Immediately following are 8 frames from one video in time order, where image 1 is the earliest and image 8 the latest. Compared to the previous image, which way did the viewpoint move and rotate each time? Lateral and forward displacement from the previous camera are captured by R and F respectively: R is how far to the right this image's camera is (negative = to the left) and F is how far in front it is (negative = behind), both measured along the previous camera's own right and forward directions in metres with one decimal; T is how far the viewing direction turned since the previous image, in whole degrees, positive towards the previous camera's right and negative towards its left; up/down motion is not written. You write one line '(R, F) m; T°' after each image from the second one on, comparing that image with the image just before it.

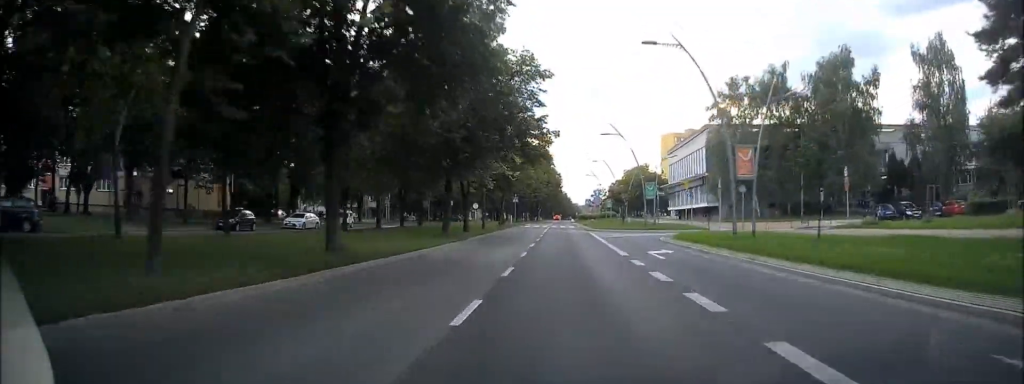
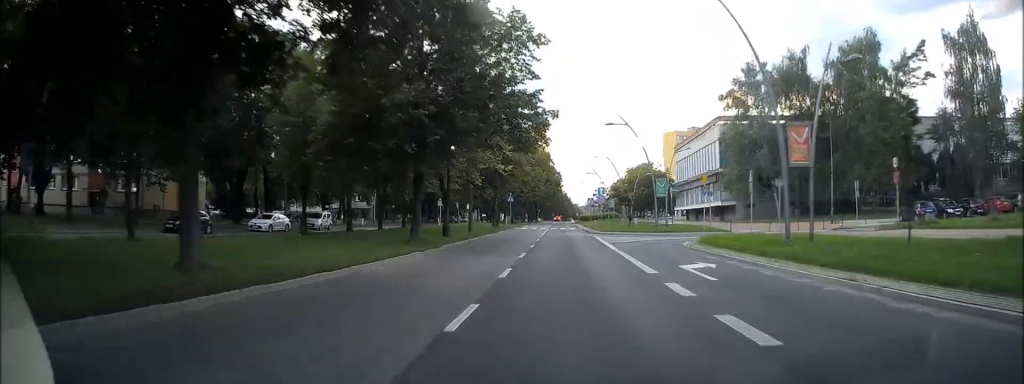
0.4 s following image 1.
(0.0, +6.3) m; 0°
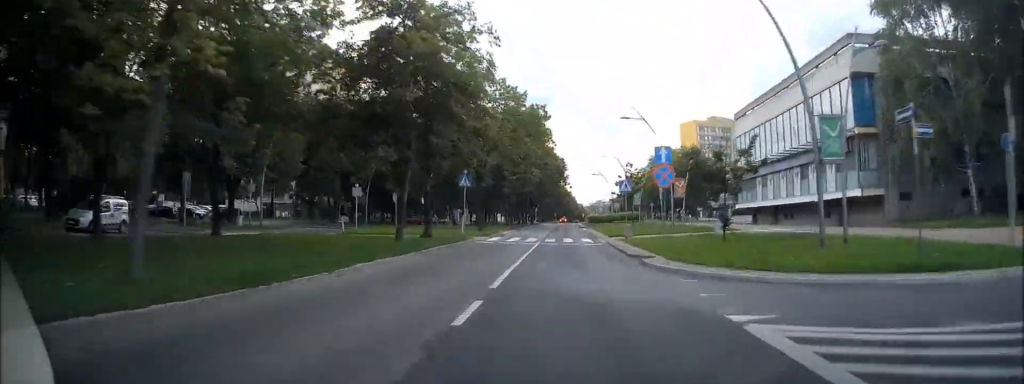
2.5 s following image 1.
(+0.1, +30.4) m; 0°
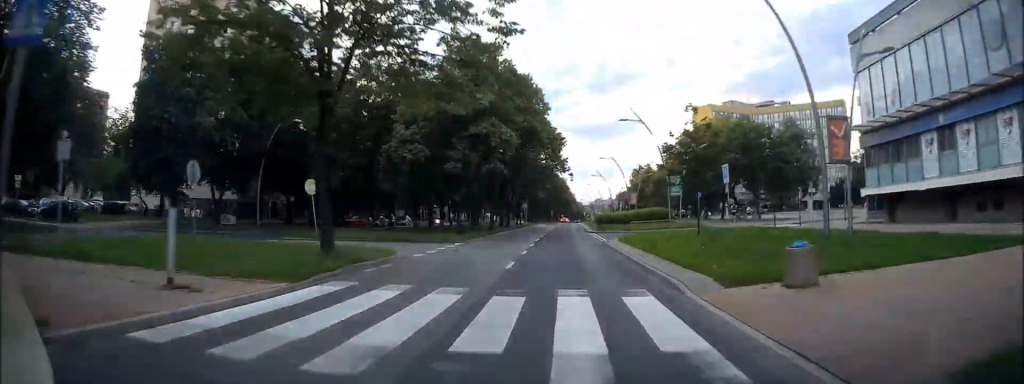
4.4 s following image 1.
(+0.1, +26.8) m; +1°
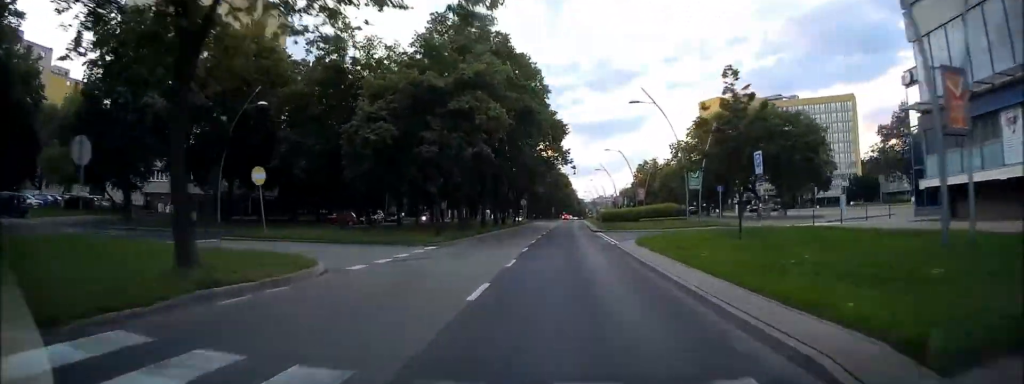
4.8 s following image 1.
(0.0, +6.2) m; 0°
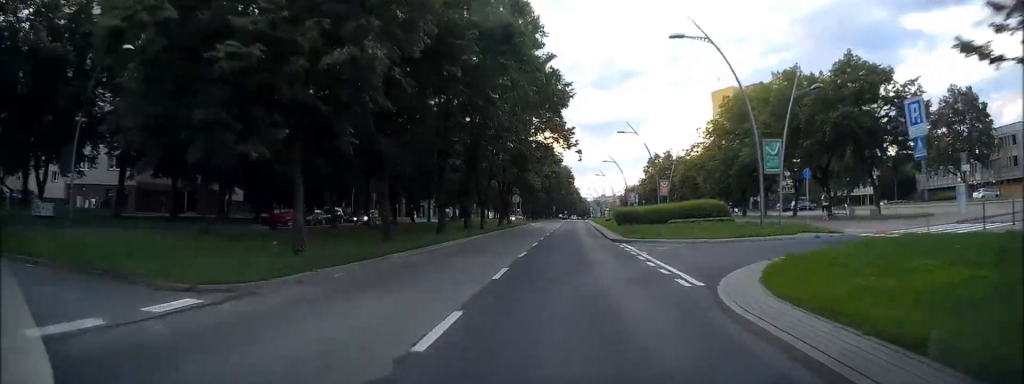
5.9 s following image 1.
(0.0, +15.1) m; 0°
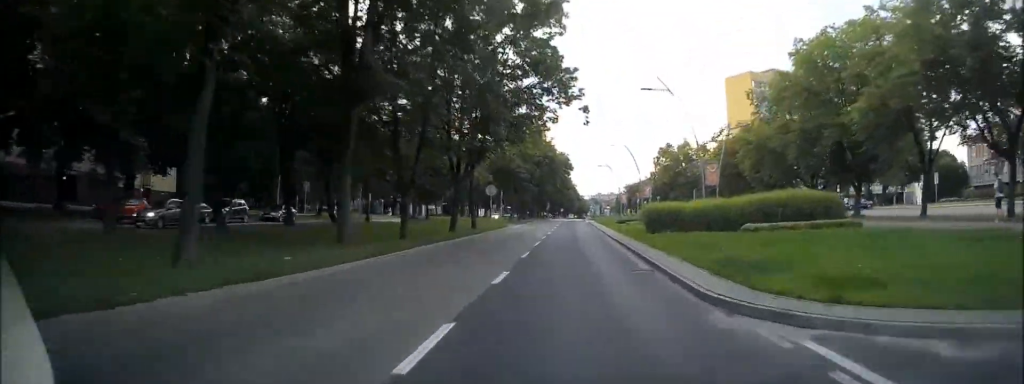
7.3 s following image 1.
(0.0, +19.1) m; -1°
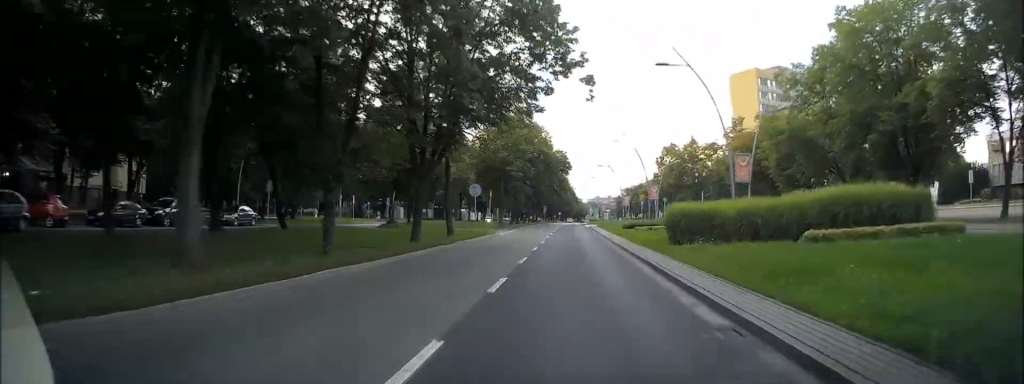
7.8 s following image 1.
(0.0, +6.9) m; 0°
